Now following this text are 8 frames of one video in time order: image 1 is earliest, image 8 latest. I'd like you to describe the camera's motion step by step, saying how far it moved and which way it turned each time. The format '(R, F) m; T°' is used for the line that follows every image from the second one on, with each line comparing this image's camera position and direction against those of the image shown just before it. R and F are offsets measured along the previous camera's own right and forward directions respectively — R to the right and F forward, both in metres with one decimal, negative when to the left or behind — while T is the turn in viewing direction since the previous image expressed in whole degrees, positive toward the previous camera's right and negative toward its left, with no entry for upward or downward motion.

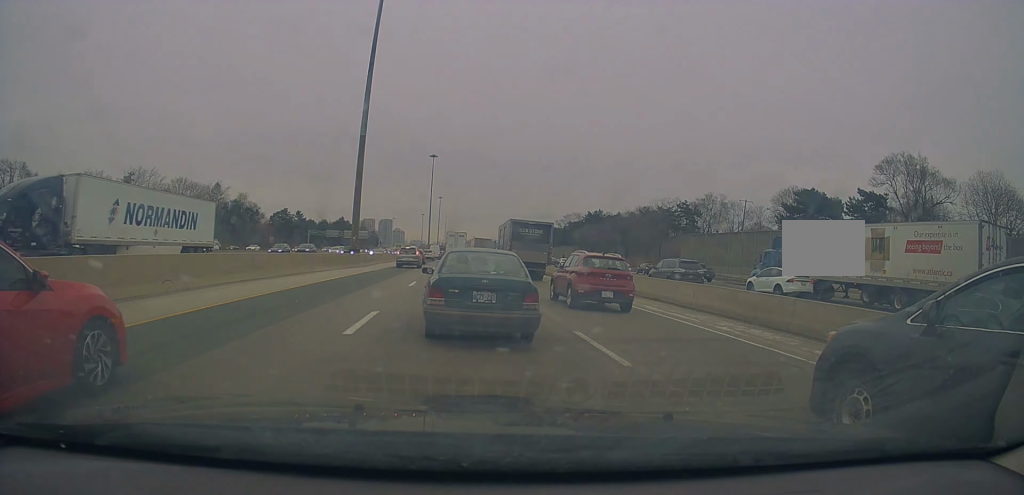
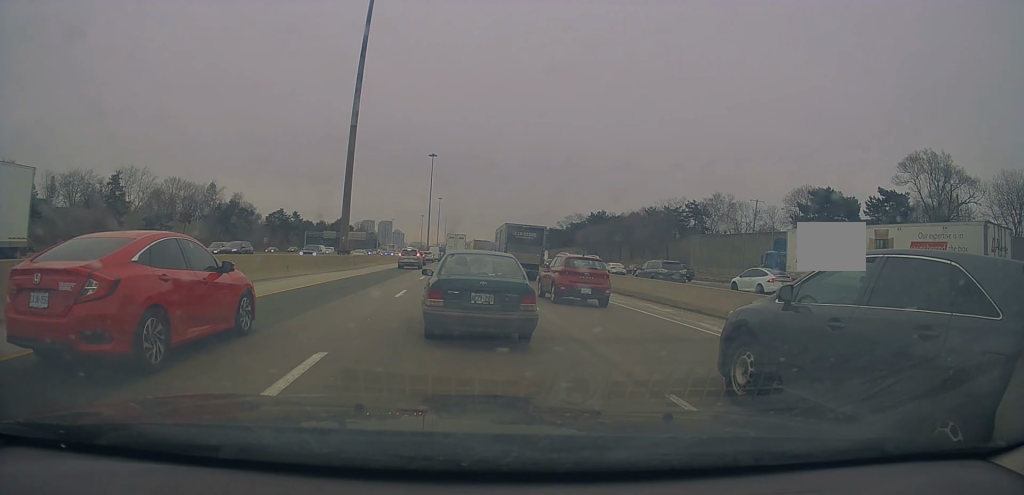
(-0.2, +4.5) m; 0°
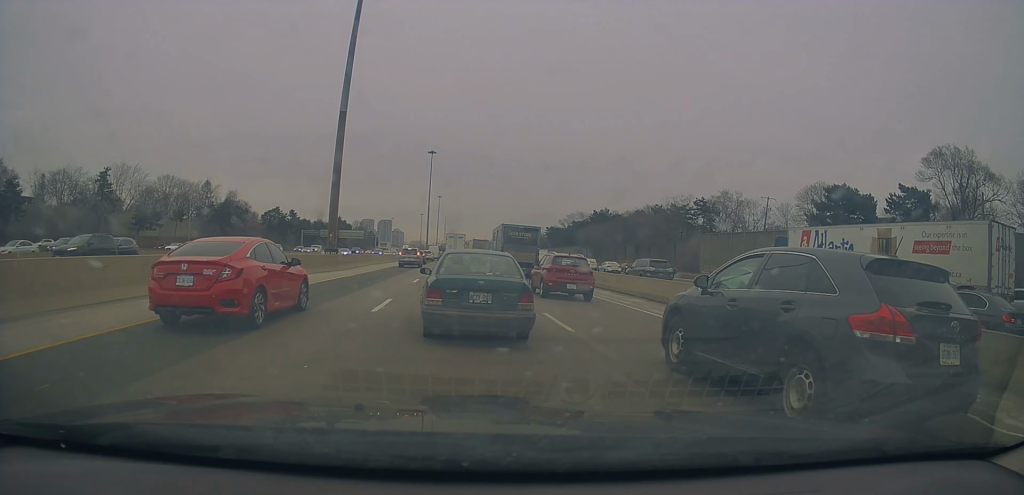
(+0.1, +4.3) m; +1°
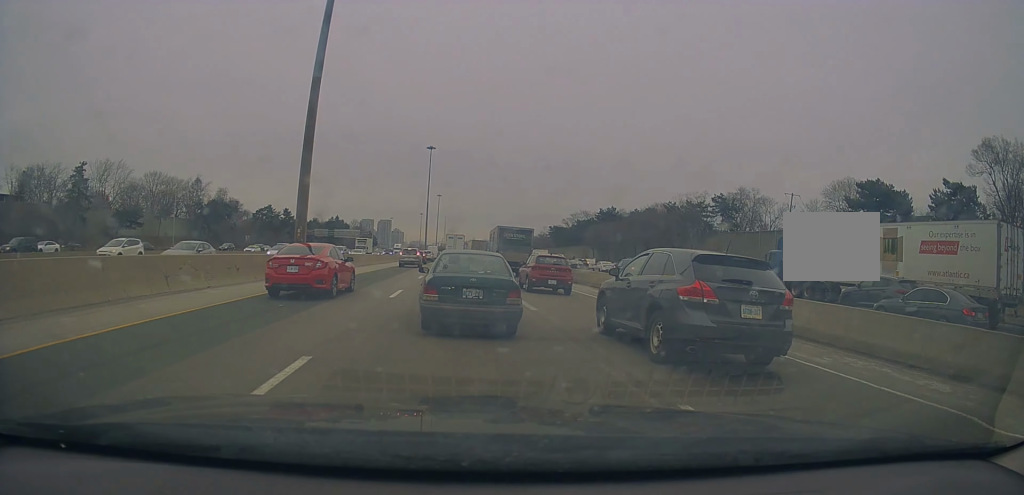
(+0.2, +8.0) m; +1°
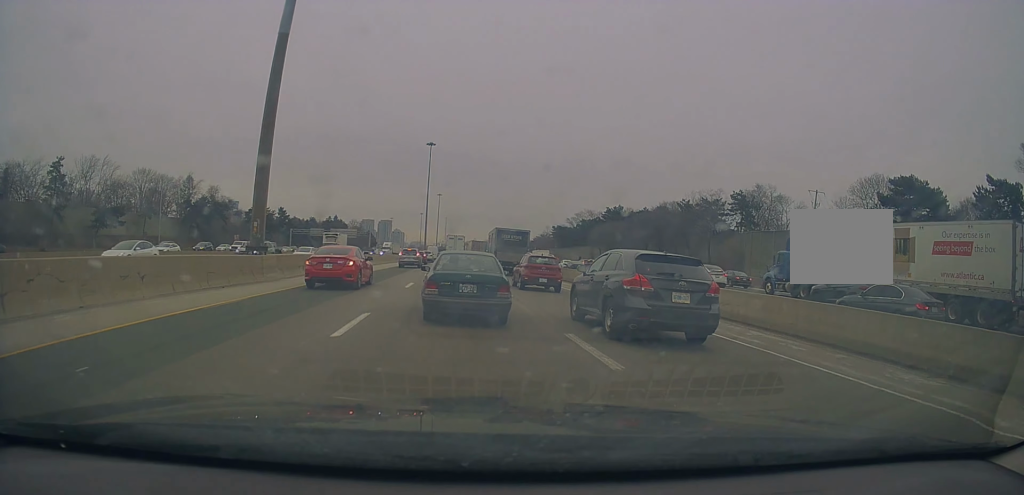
(0.0, +6.7) m; 0°
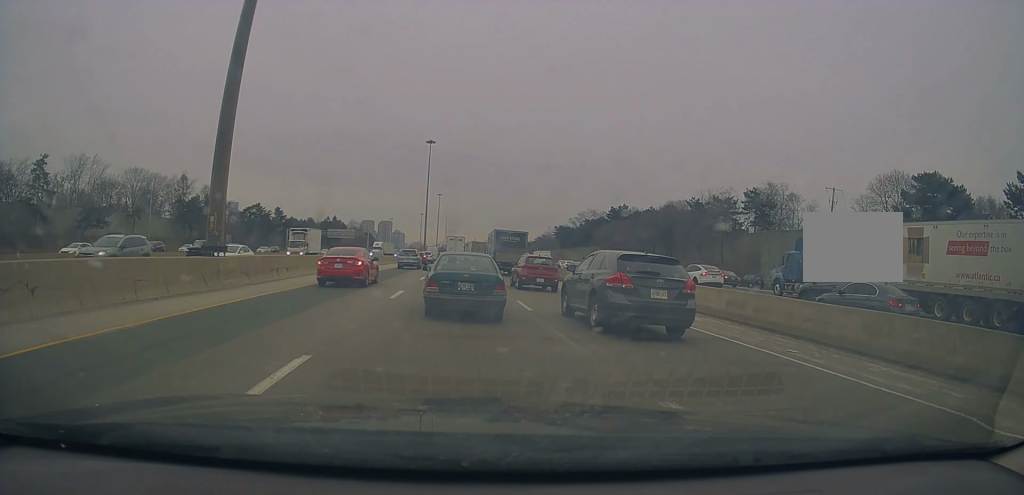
(0.0, +4.1) m; +1°
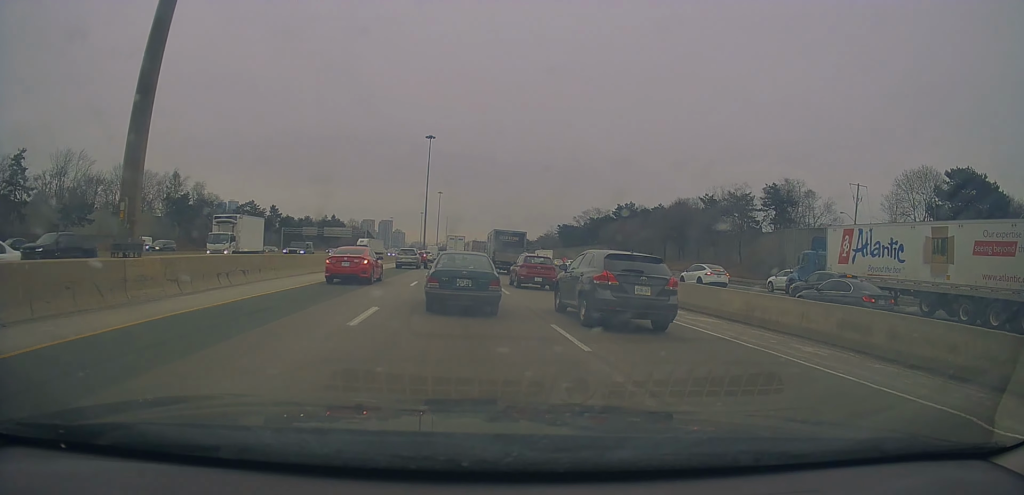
(-0.1, +4.9) m; +3°
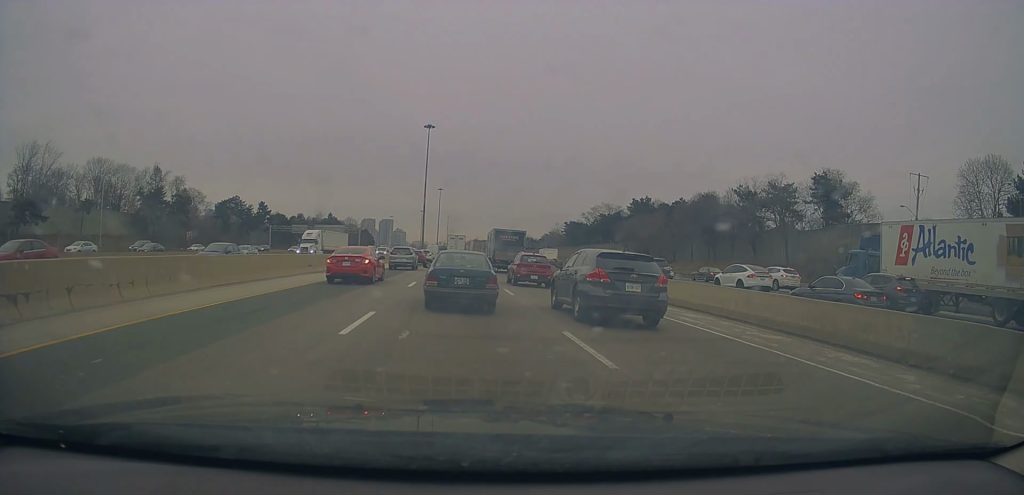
(+0.3, +11.8) m; -2°
